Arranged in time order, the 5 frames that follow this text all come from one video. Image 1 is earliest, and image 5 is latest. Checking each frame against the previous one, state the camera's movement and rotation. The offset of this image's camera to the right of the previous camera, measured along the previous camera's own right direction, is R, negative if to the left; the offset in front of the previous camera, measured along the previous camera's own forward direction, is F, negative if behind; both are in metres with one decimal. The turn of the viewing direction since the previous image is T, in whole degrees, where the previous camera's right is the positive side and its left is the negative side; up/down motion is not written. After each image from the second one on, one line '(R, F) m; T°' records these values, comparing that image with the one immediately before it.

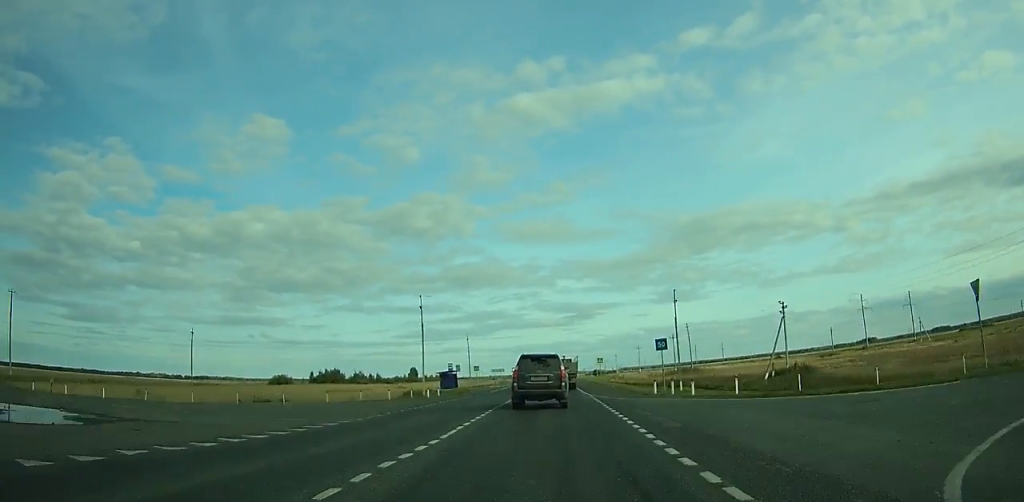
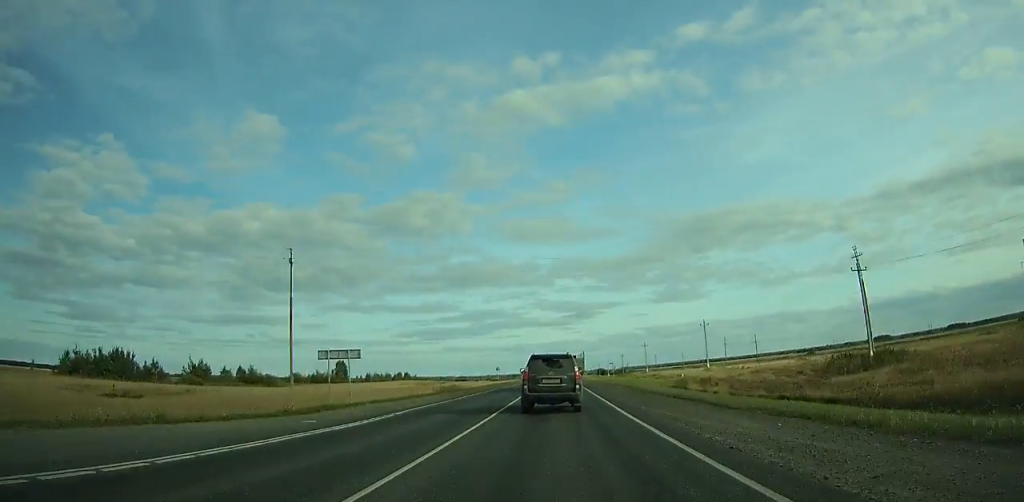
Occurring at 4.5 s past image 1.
(-0.3, +81.9) m; 0°
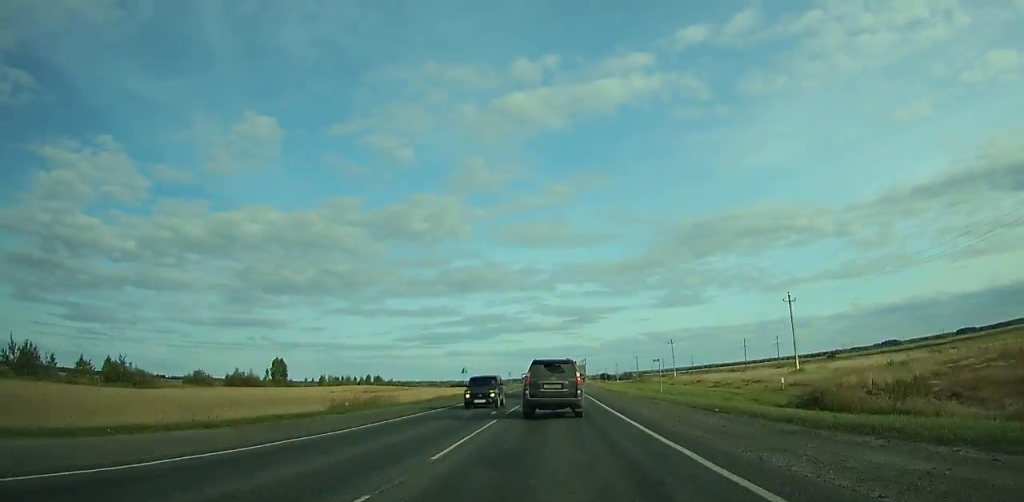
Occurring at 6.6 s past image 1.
(-0.1, +38.4) m; 0°
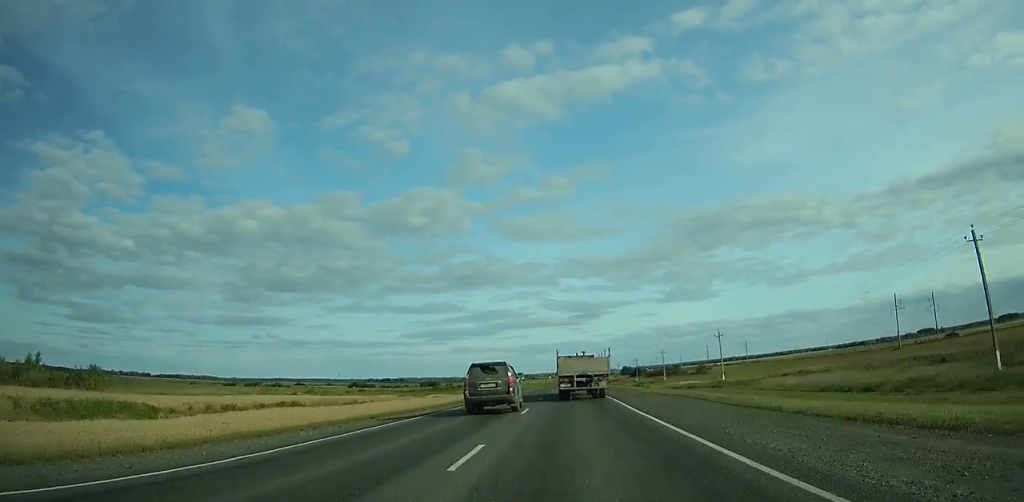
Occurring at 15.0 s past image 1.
(0.0, +158.5) m; -3°
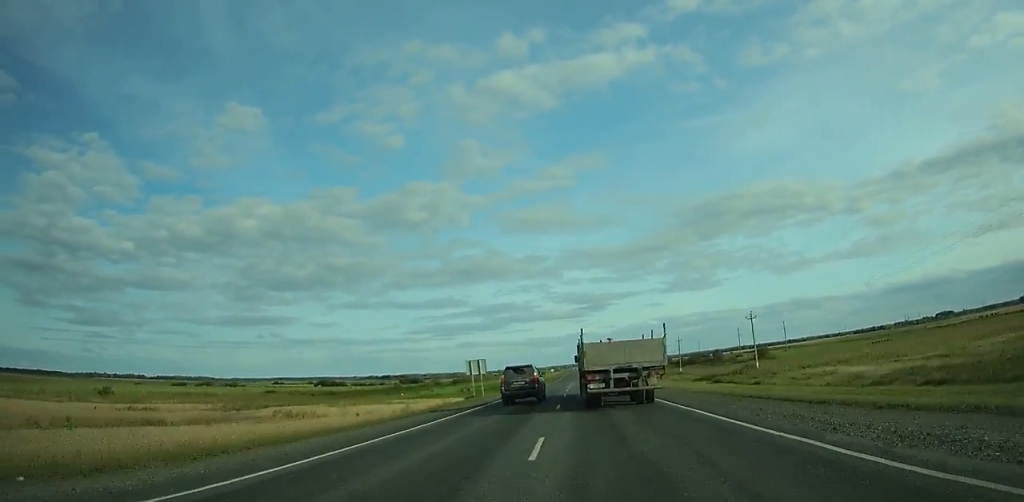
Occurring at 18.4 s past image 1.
(-3.8, +70.6) m; +1°
